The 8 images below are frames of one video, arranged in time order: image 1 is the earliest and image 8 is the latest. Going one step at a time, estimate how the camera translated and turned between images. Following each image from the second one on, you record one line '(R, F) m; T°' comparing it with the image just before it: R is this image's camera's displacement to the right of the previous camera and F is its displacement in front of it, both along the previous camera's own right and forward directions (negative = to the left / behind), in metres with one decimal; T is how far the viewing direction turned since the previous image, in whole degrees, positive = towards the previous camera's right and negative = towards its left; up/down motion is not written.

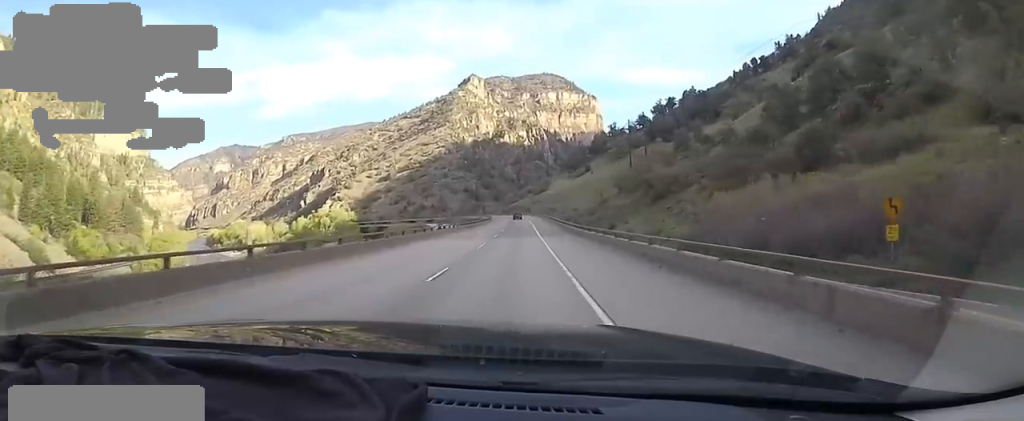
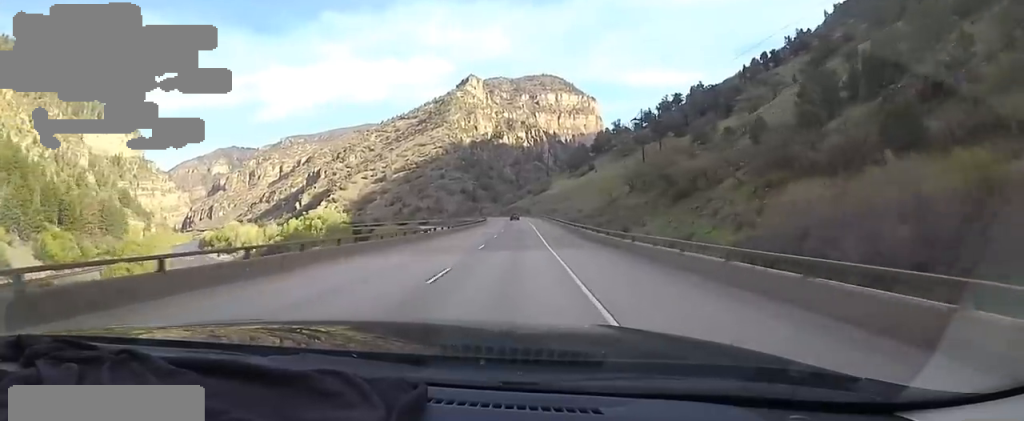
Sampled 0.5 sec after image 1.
(+0.5, +12.5) m; 0°
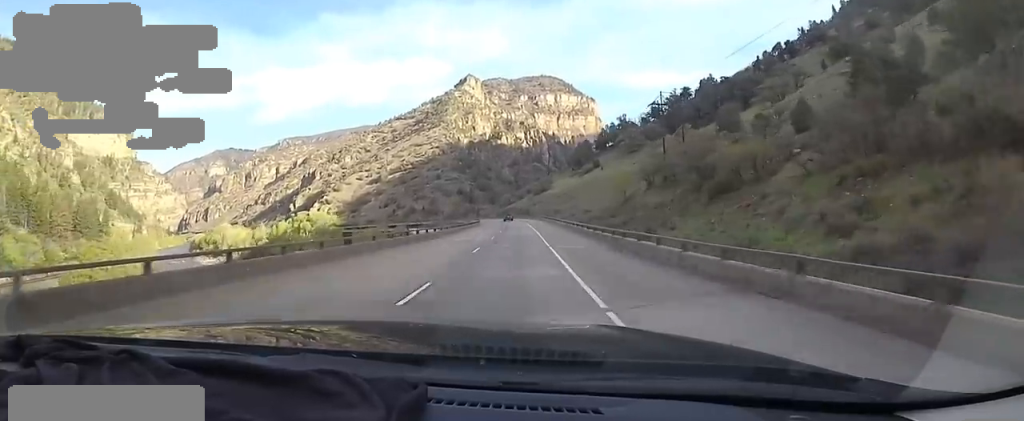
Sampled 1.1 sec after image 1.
(-0.6, +15.0) m; -2°
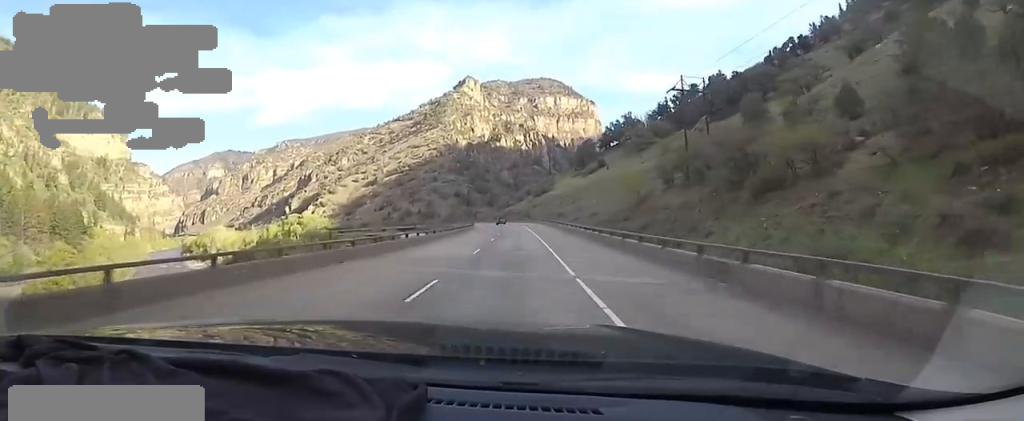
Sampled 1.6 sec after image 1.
(0.0, +11.6) m; -2°
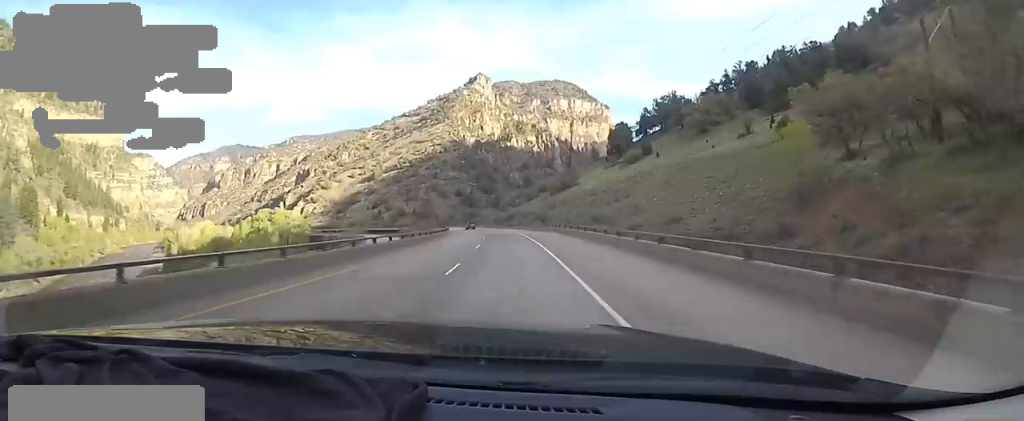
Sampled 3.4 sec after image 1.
(+1.5, +44.3) m; +4°
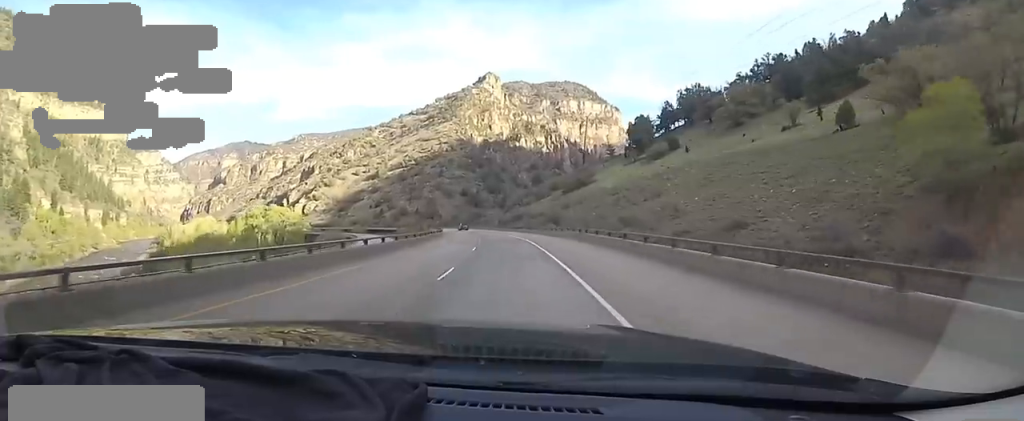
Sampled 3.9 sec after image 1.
(-0.2, +13.2) m; -1°
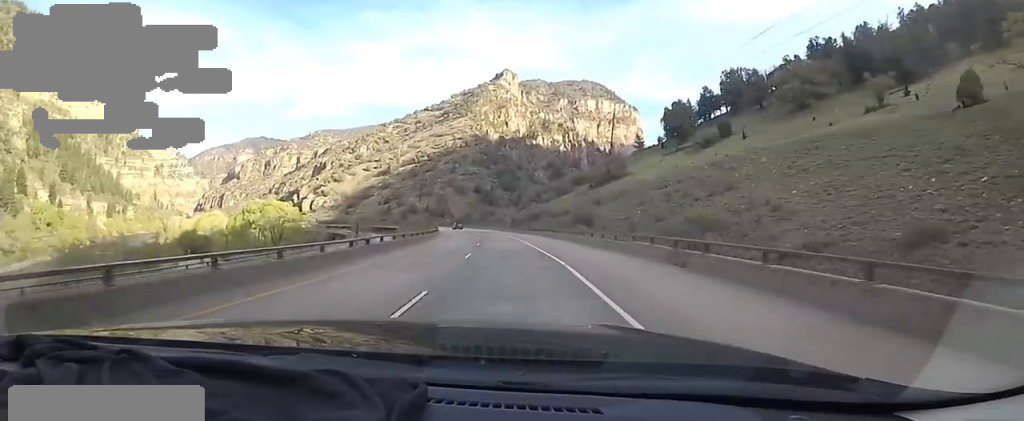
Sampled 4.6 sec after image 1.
(-0.3, +17.3) m; -3°
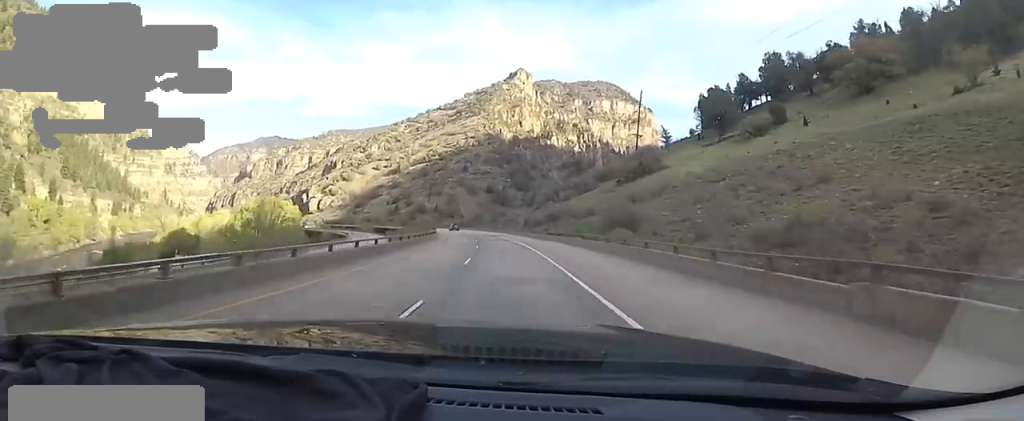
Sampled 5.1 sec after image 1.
(-0.4, +13.1) m; -2°
